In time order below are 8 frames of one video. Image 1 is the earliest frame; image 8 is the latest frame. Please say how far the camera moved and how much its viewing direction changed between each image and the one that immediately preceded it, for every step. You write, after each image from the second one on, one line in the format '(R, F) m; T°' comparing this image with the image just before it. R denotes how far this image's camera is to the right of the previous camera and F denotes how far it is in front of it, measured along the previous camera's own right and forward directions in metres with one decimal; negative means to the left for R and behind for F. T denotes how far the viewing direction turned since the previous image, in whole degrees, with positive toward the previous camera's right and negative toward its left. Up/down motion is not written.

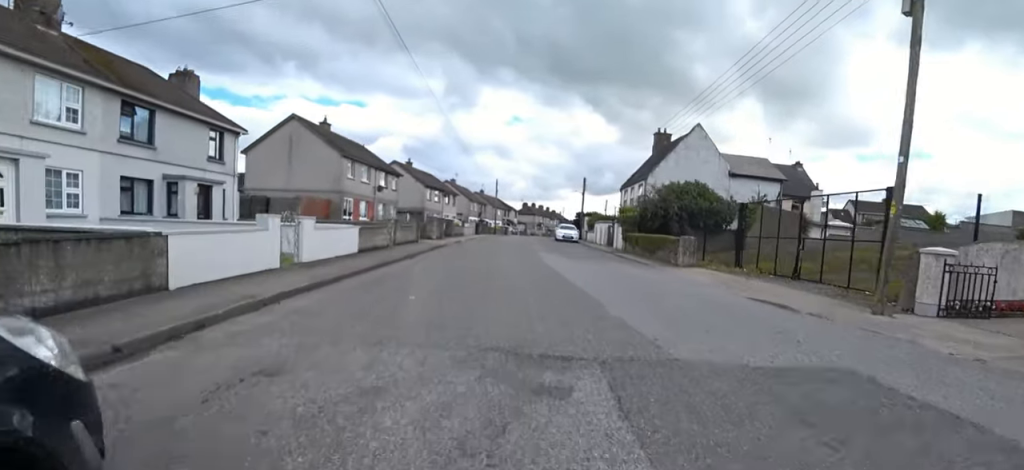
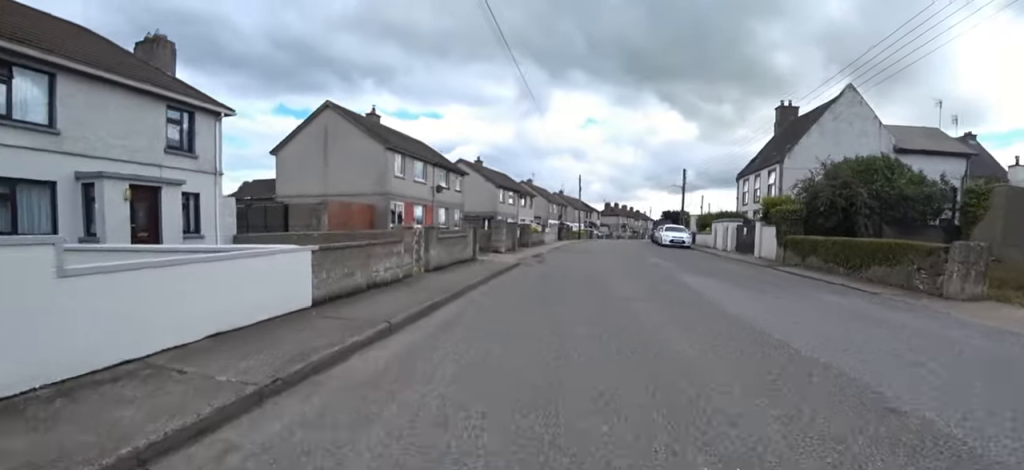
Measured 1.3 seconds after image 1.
(-0.2, +7.6) m; +3°
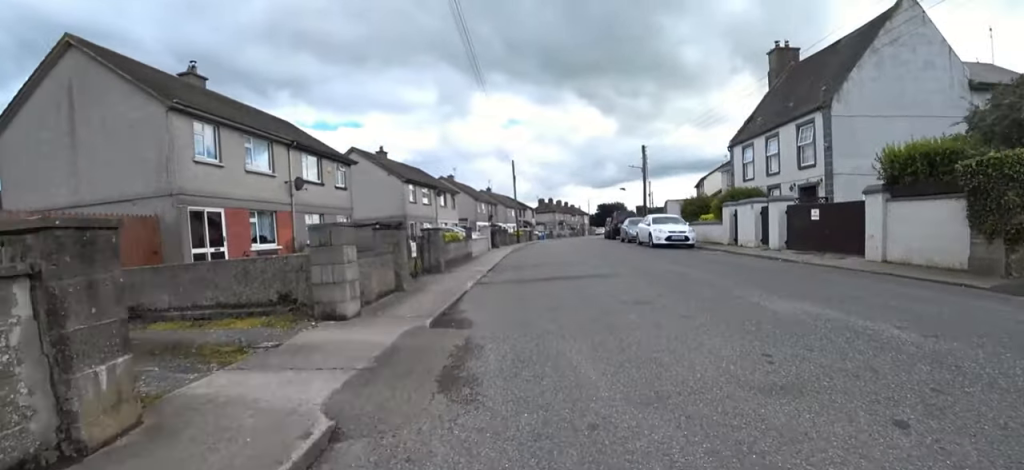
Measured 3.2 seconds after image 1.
(+1.7, +11.6) m; +9°
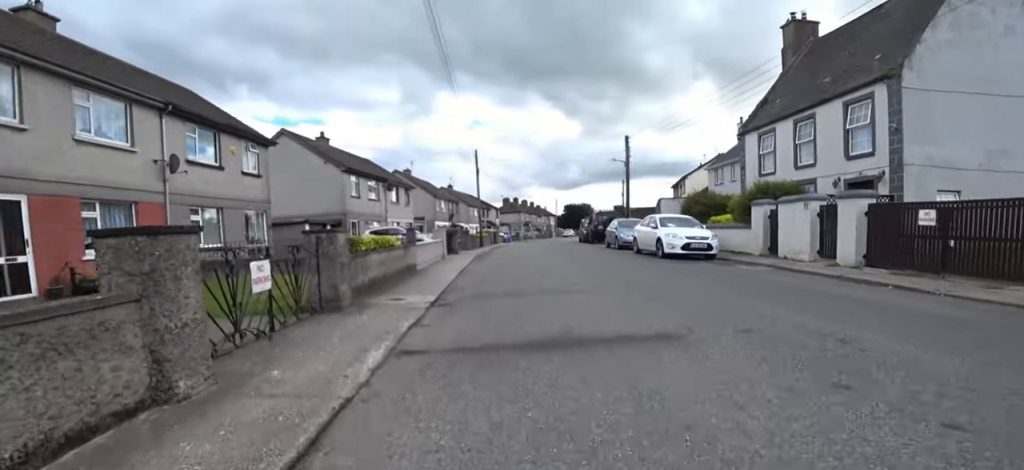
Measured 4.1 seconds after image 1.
(-0.6, +5.6) m; +1°
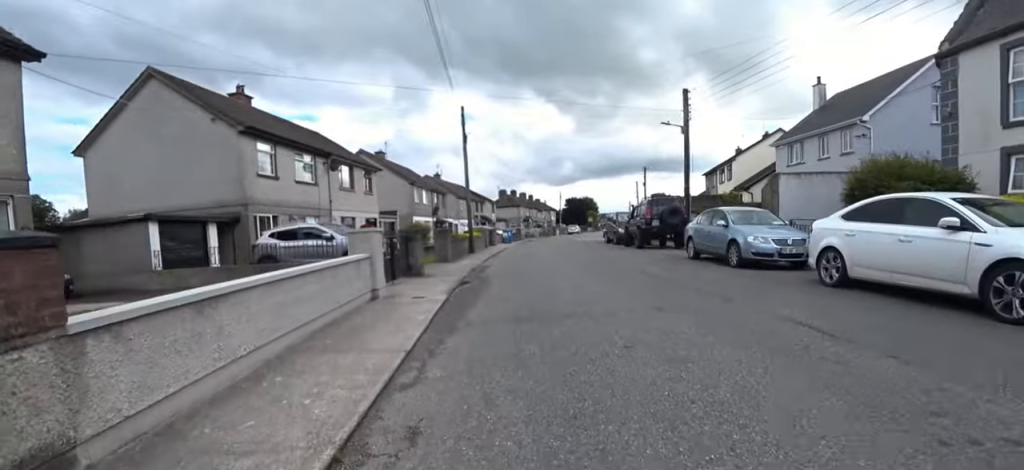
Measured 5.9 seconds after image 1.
(-0.1, +10.7) m; +3°
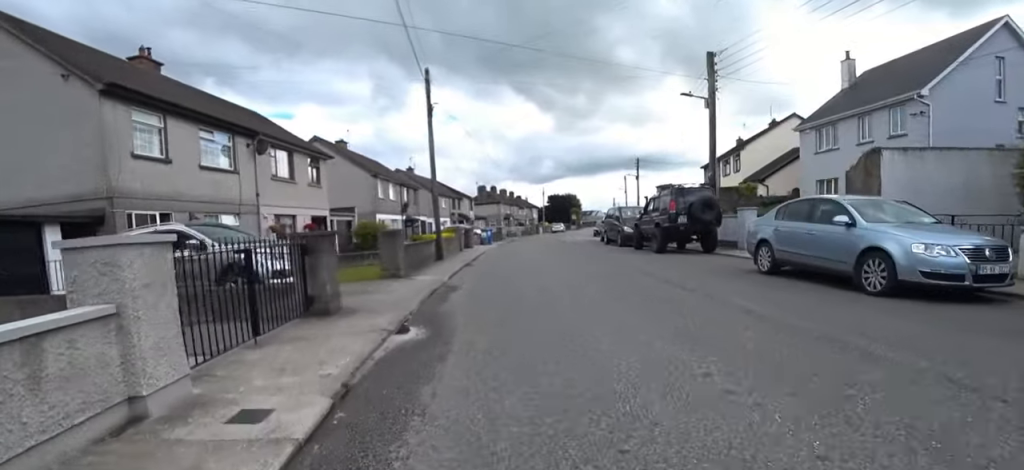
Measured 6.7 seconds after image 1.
(+1.2, +4.5) m; 0°
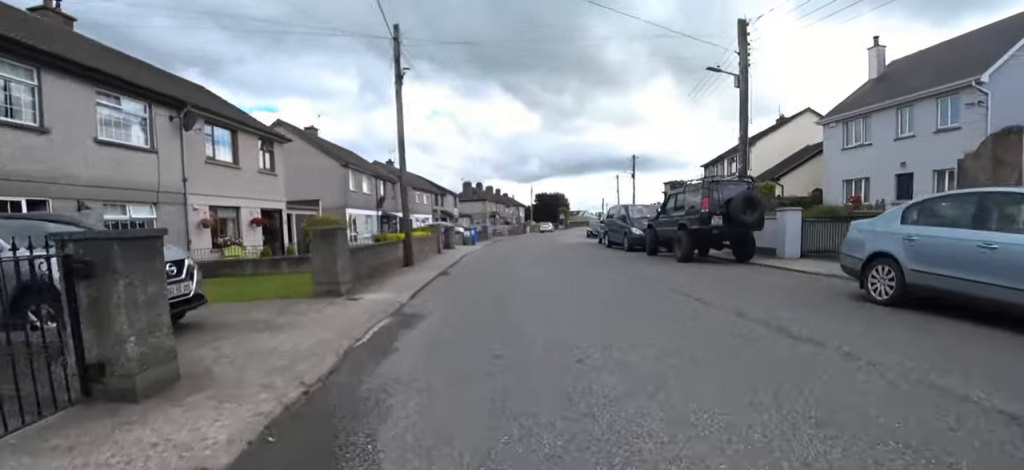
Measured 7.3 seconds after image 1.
(-0.3, +3.1) m; -1°
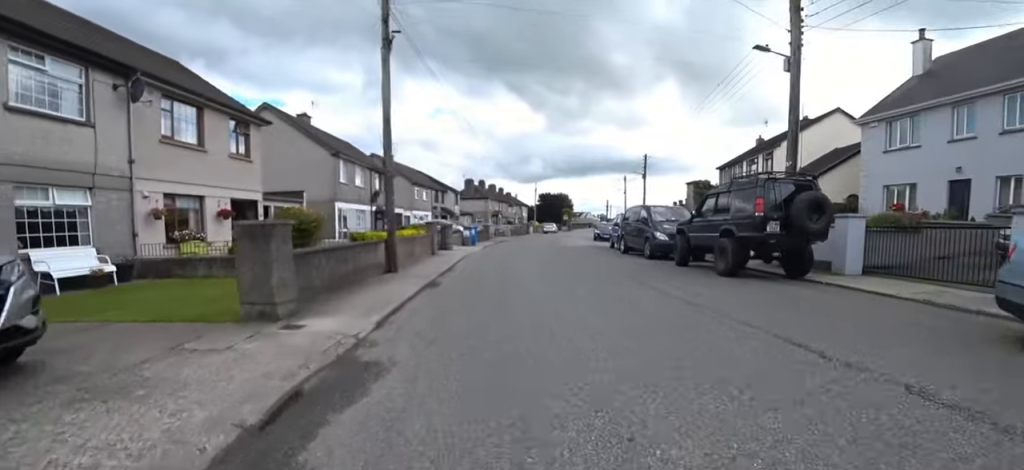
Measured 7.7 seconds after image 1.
(-0.6, +2.2) m; -1°
